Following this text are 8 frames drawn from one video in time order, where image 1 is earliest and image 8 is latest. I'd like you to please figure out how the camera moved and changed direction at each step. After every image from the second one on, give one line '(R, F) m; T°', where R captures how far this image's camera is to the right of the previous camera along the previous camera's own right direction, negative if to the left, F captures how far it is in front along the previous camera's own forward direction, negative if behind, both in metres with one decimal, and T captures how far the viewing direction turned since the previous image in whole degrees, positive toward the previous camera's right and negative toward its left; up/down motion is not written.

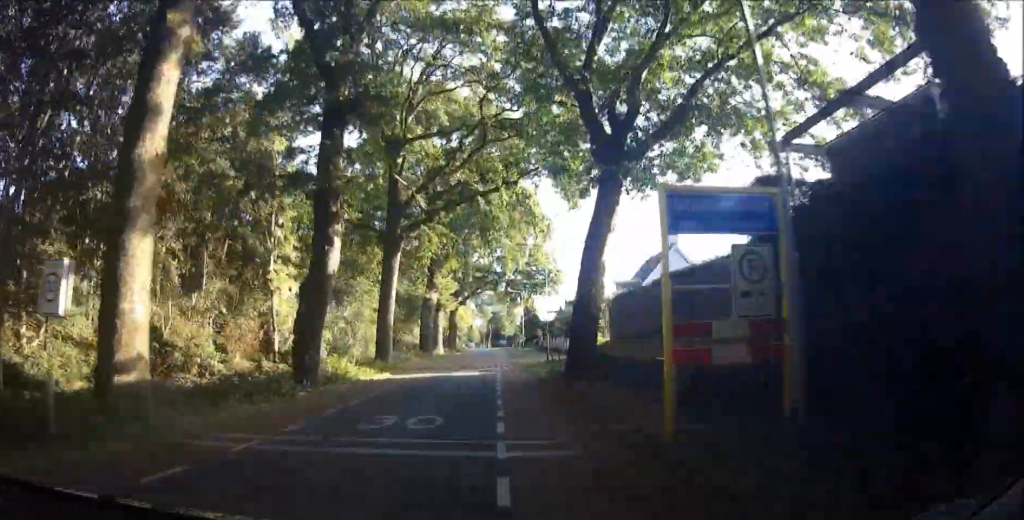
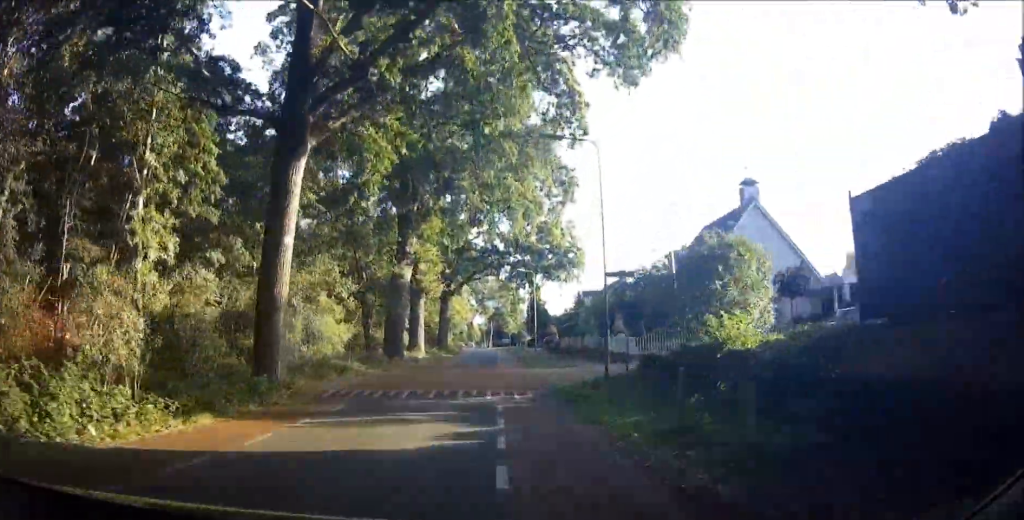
(-0.4, +15.1) m; -1°
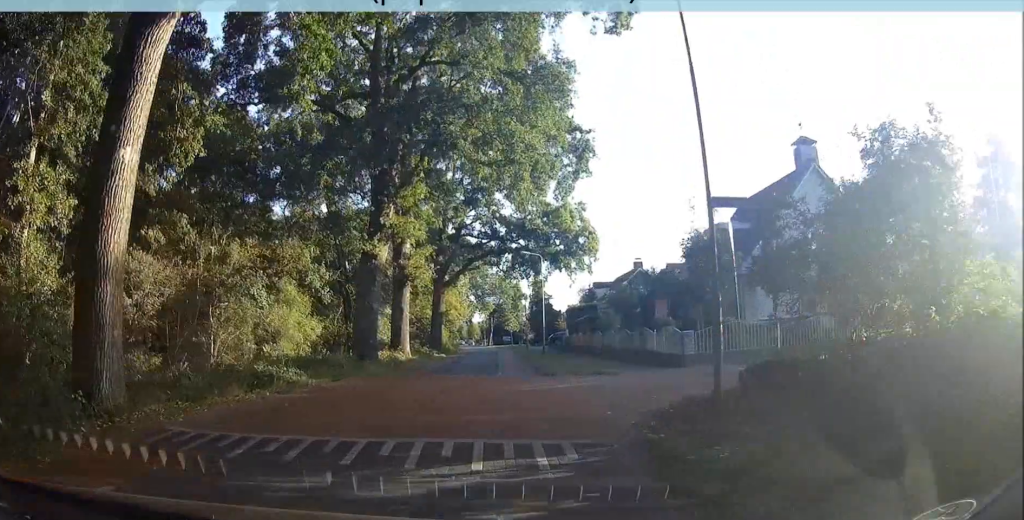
(-0.2, +9.3) m; 0°
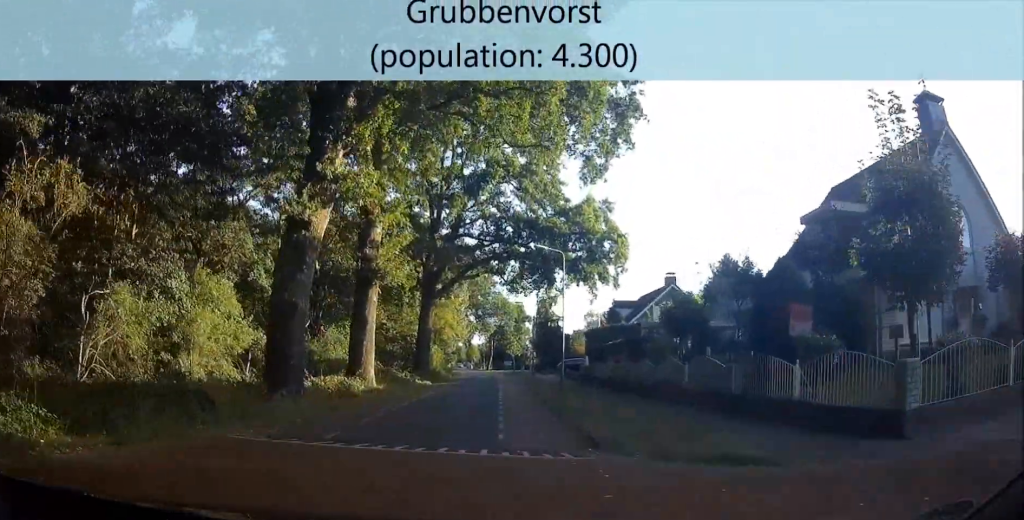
(+0.3, +15.7) m; +2°
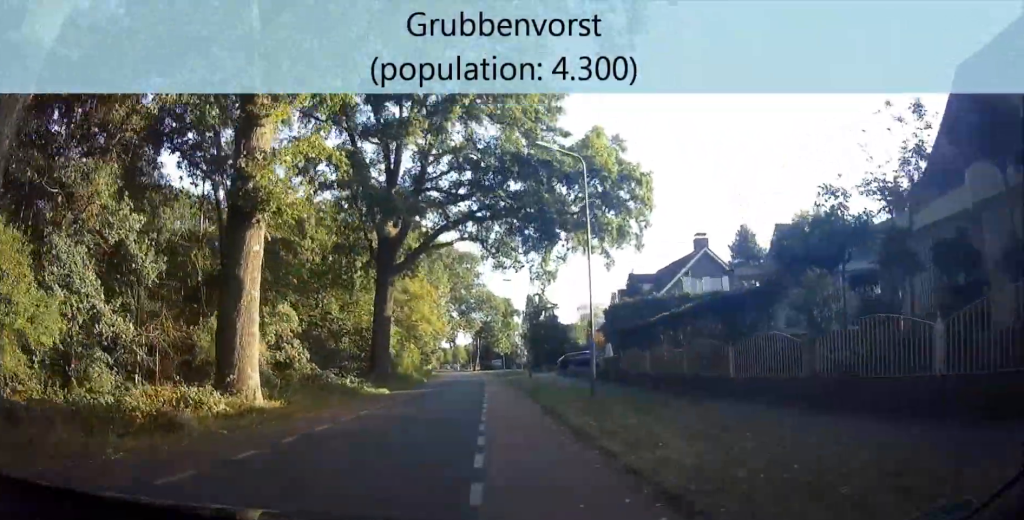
(+0.3, +13.6) m; +3°
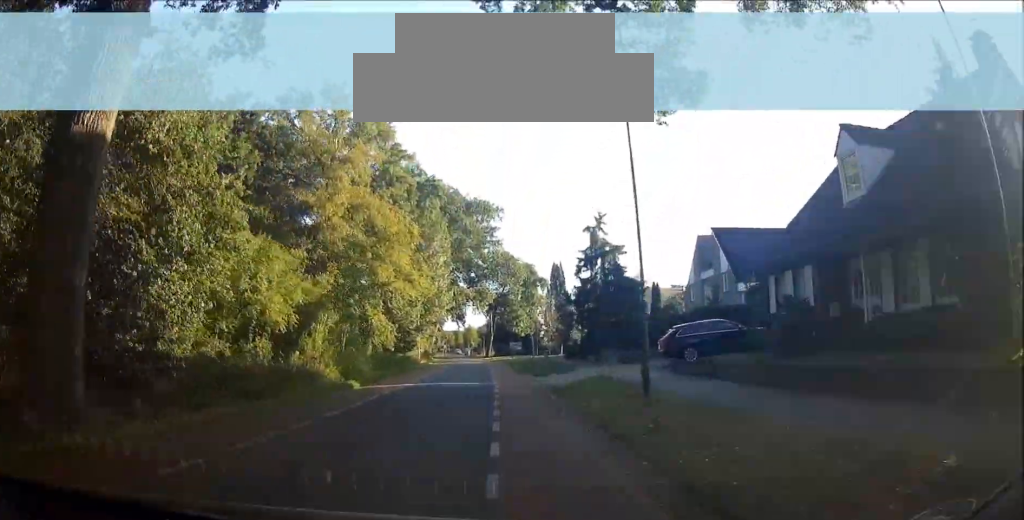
(+0.3, +23.8) m; +2°
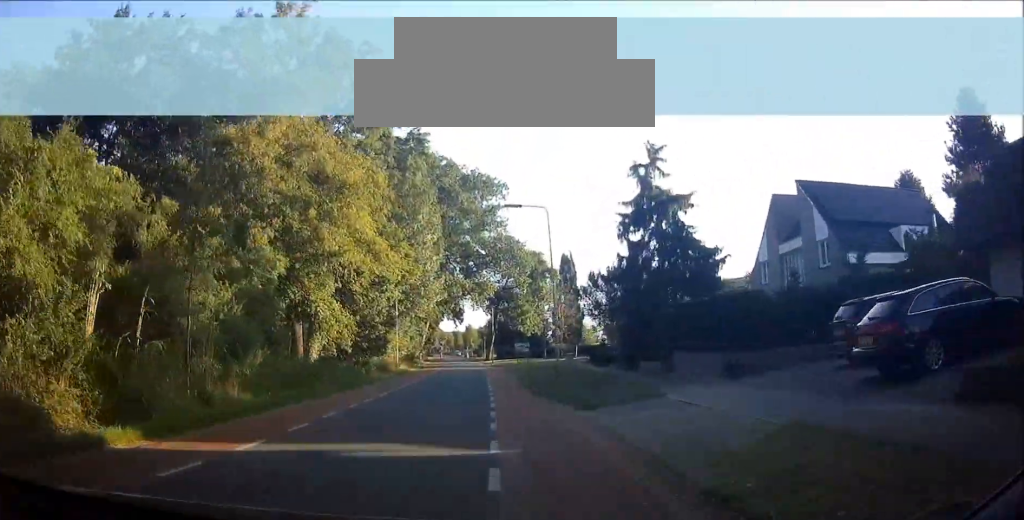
(+0.2, +11.8) m; 0°
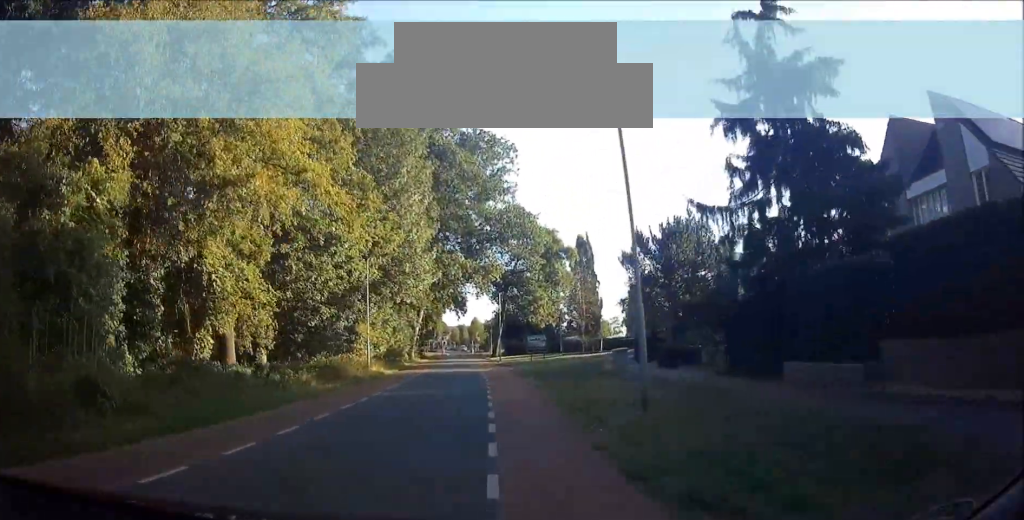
(+0.4, +11.3) m; -1°
